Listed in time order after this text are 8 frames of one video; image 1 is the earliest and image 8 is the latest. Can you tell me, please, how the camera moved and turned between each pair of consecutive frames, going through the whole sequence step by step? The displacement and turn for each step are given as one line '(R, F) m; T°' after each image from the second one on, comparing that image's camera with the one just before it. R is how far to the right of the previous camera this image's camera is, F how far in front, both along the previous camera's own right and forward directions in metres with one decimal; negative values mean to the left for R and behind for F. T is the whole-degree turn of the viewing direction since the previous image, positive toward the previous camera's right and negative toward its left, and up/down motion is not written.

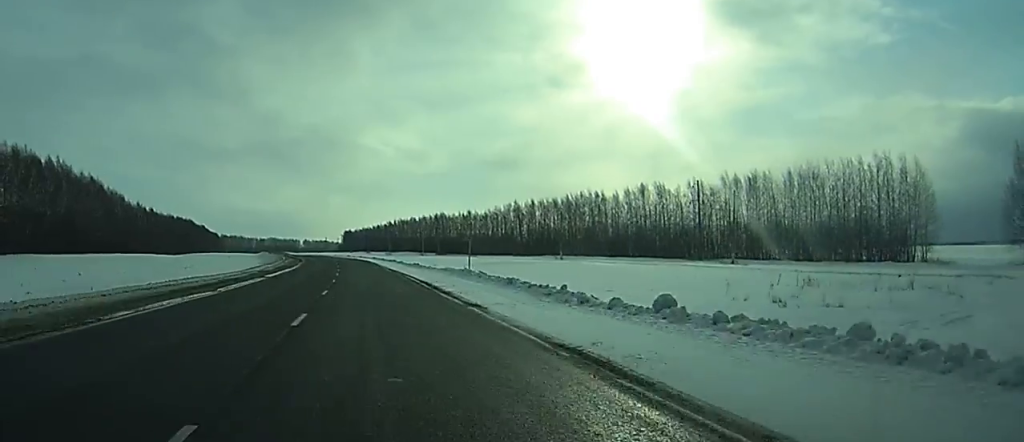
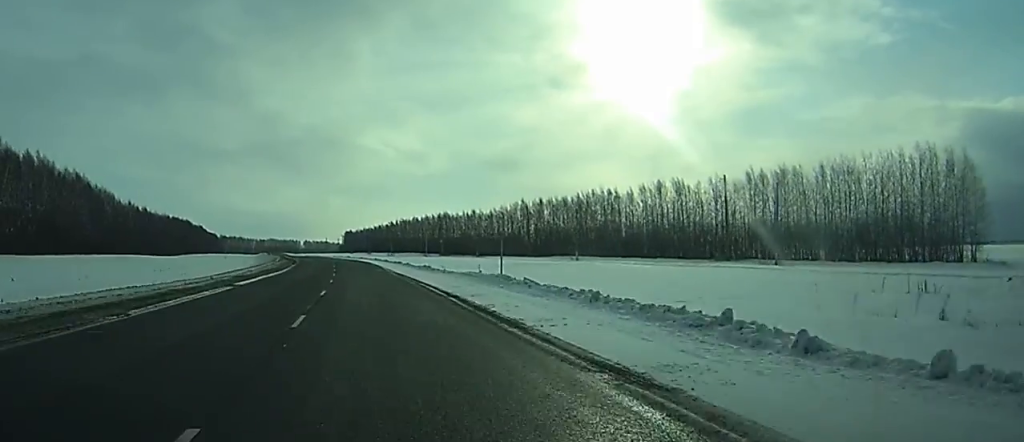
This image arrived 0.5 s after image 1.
(0.0, +11.9) m; 0°
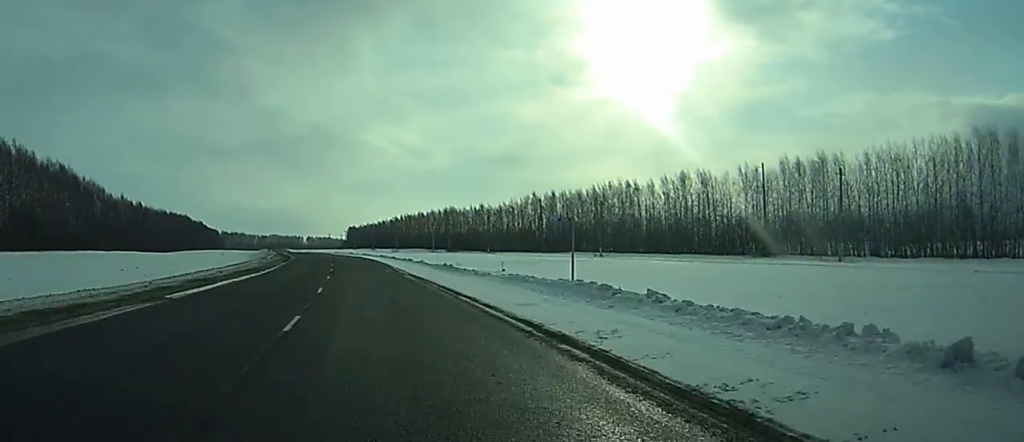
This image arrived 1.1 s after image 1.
(0.0, +13.4) m; 0°
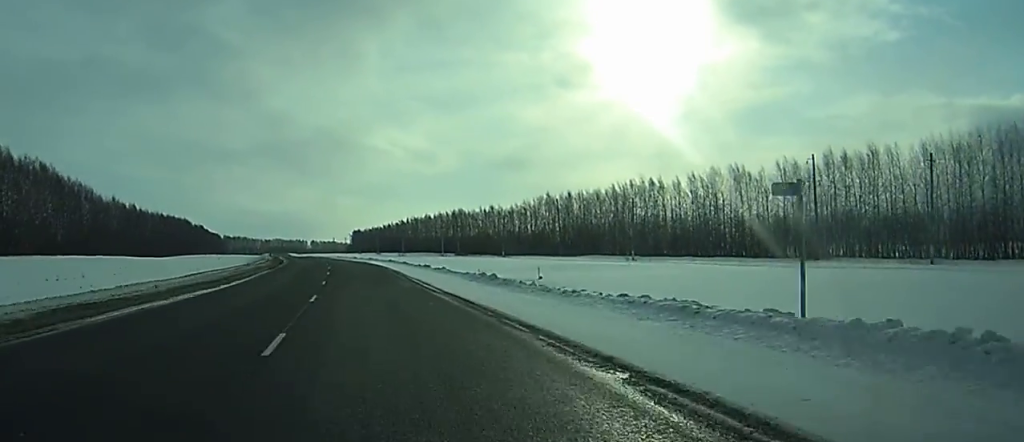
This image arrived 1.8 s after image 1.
(0.0, +15.0) m; 0°
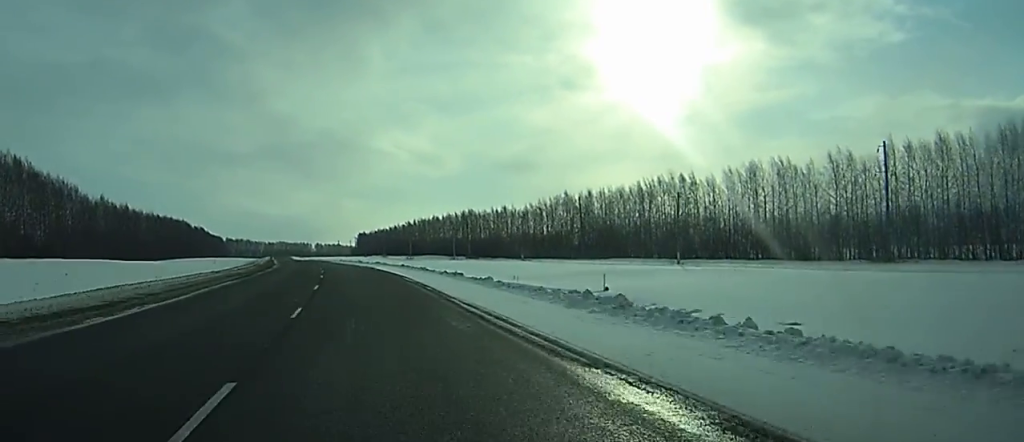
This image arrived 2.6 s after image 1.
(-0.1, +17.2) m; -1°
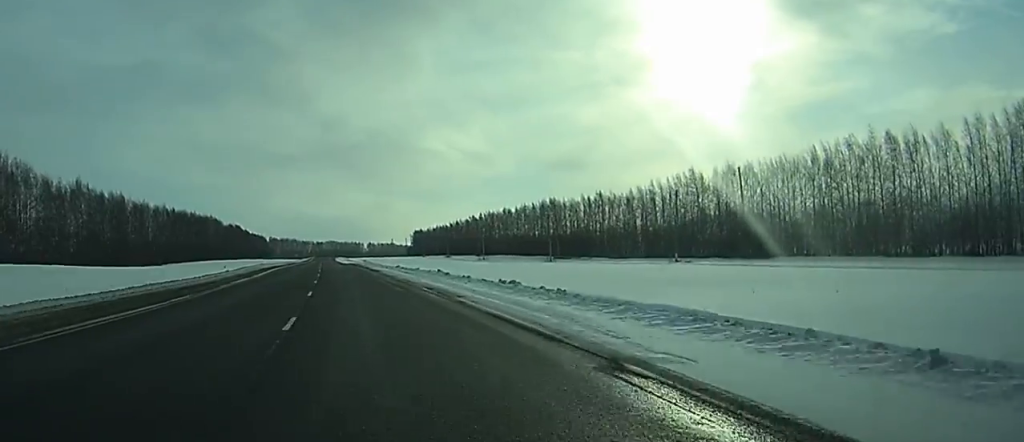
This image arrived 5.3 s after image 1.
(-1.4, +62.9) m; -3°
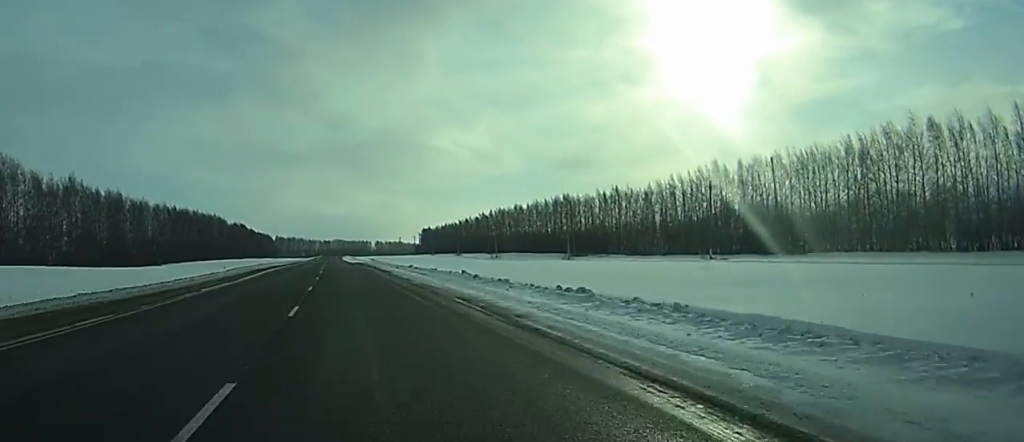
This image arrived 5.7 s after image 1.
(0.0, +9.2) m; -1°
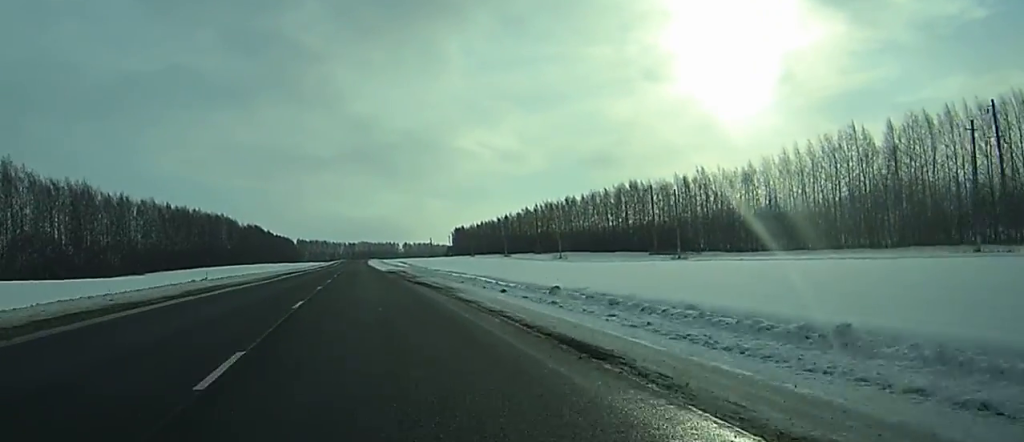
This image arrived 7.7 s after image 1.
(-0.7, +45.4) m; -2°
